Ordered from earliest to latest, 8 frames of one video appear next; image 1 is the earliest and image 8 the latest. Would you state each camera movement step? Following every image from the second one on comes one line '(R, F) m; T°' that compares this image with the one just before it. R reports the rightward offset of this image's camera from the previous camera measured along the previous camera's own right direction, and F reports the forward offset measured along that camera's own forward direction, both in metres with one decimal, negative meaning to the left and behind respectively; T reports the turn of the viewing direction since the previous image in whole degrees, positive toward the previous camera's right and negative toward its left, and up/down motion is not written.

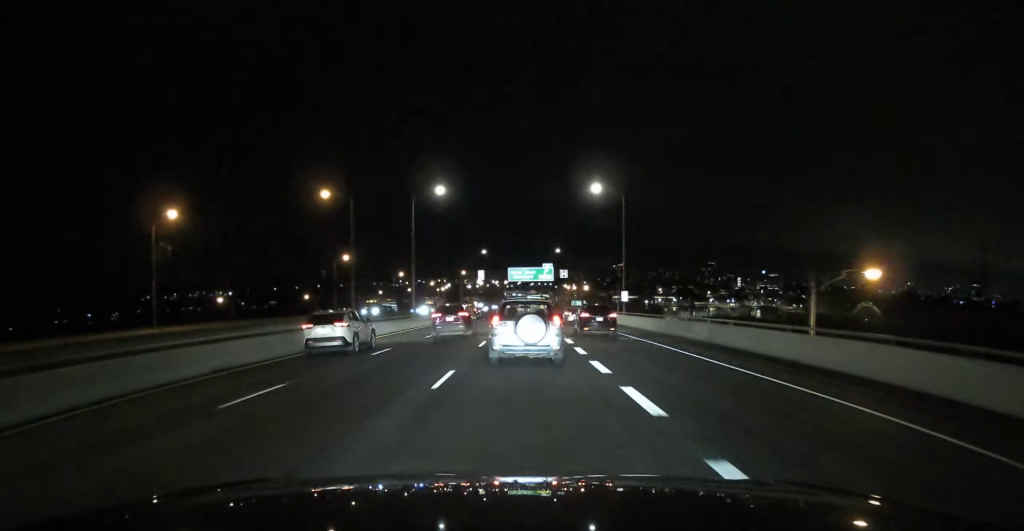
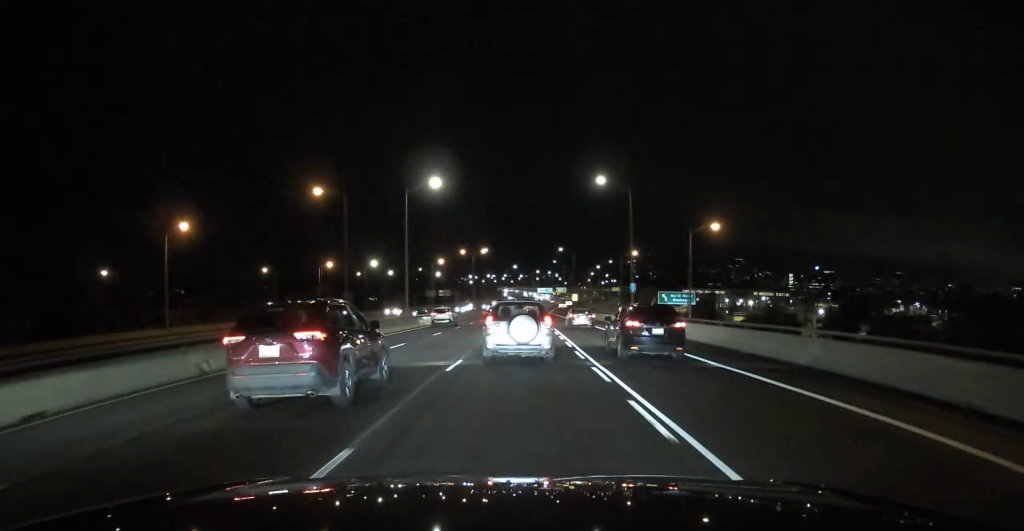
(+0.5, +216.4) m; +1°
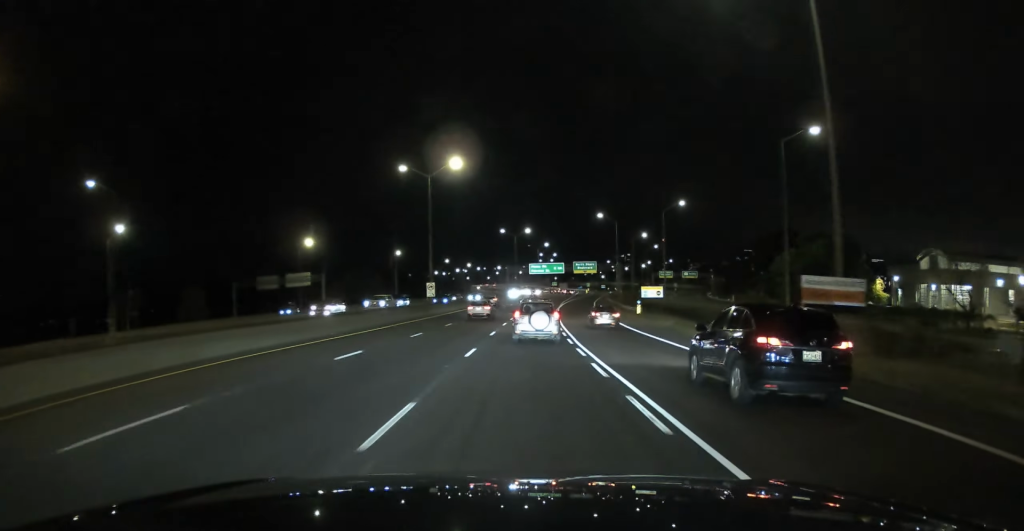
(+2.8, +200.5) m; +3°
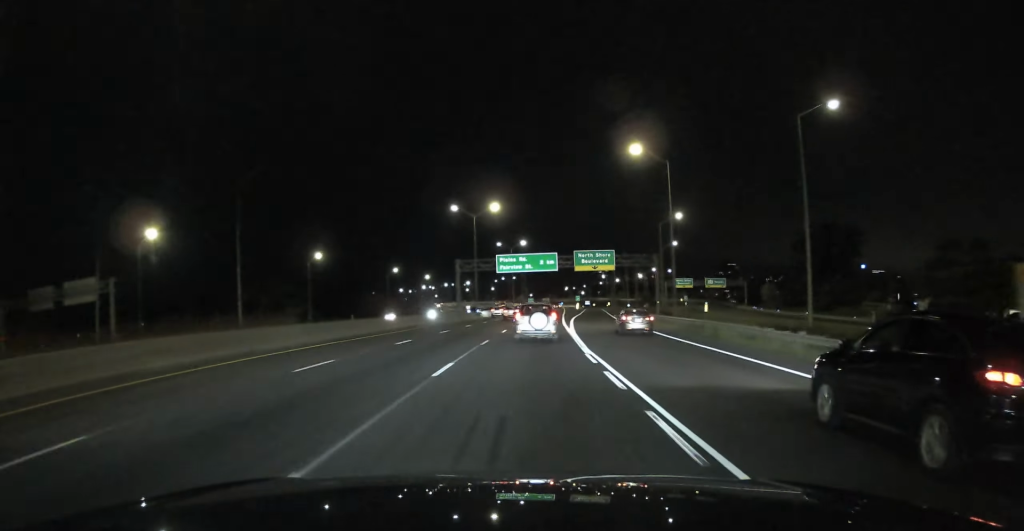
(+0.7, +62.7) m; +1°
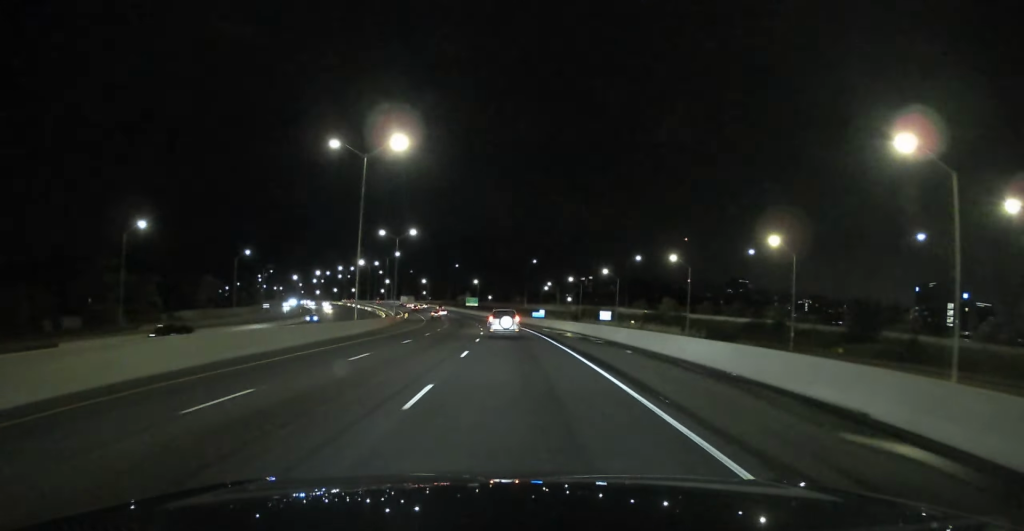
(+1.9, +247.7) m; -6°
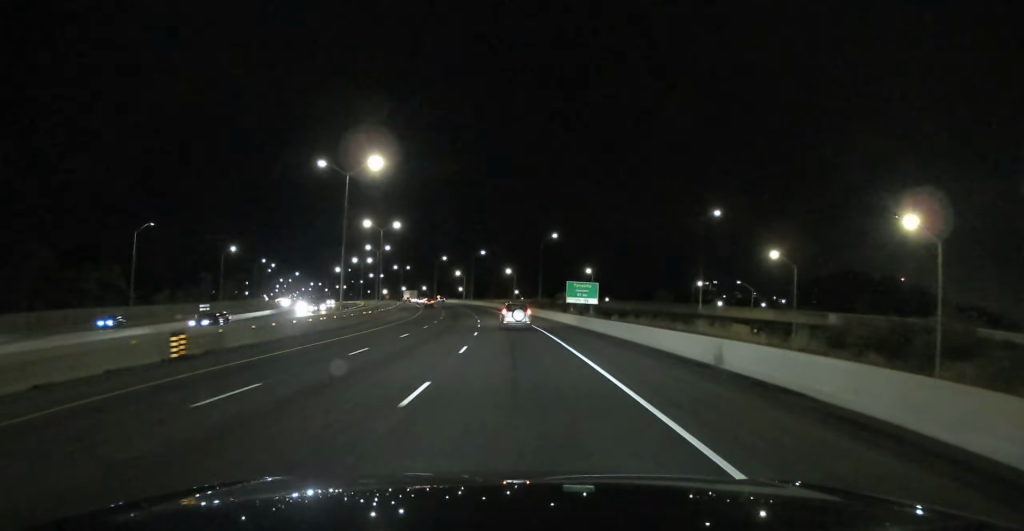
(-10.4, +132.4) m; -9°
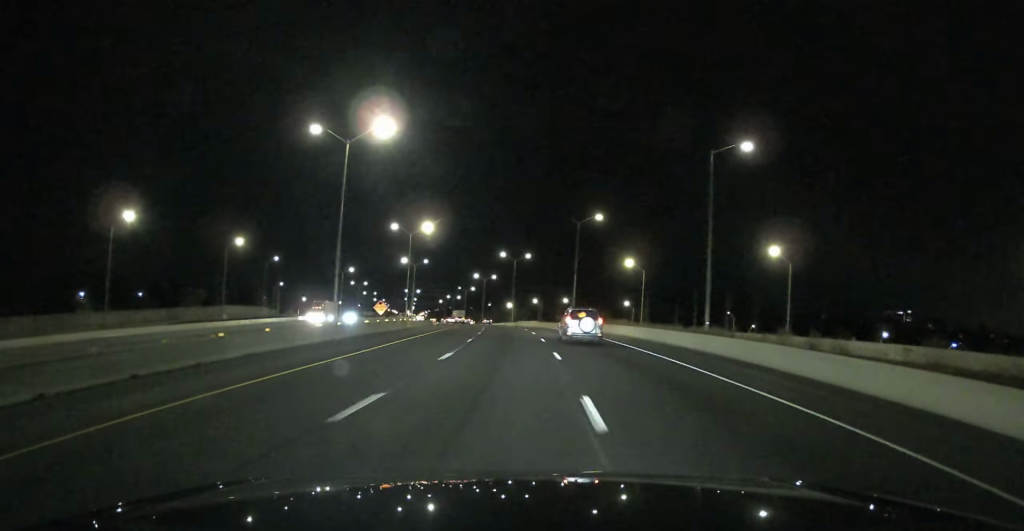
(-14.4, +152.0) m; -9°
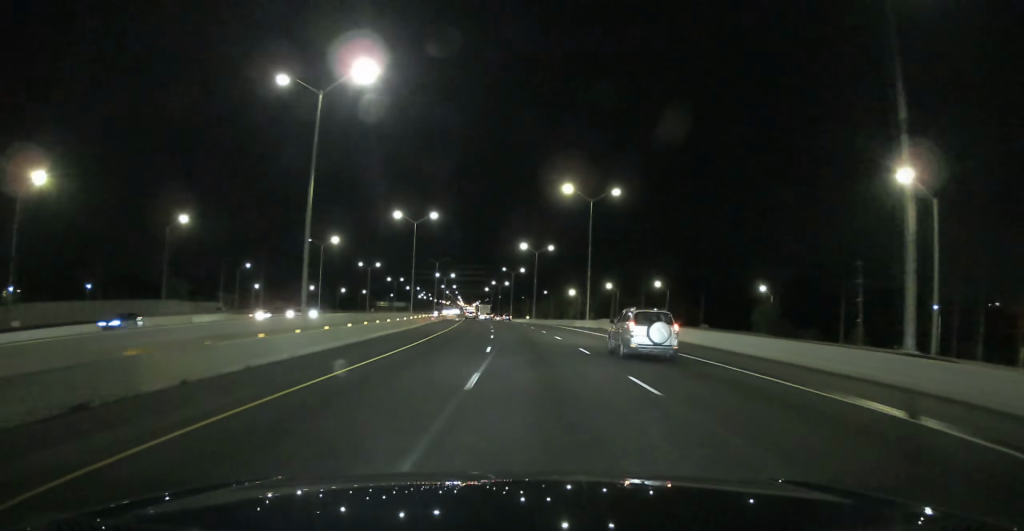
(-1.3, +75.3) m; -4°
